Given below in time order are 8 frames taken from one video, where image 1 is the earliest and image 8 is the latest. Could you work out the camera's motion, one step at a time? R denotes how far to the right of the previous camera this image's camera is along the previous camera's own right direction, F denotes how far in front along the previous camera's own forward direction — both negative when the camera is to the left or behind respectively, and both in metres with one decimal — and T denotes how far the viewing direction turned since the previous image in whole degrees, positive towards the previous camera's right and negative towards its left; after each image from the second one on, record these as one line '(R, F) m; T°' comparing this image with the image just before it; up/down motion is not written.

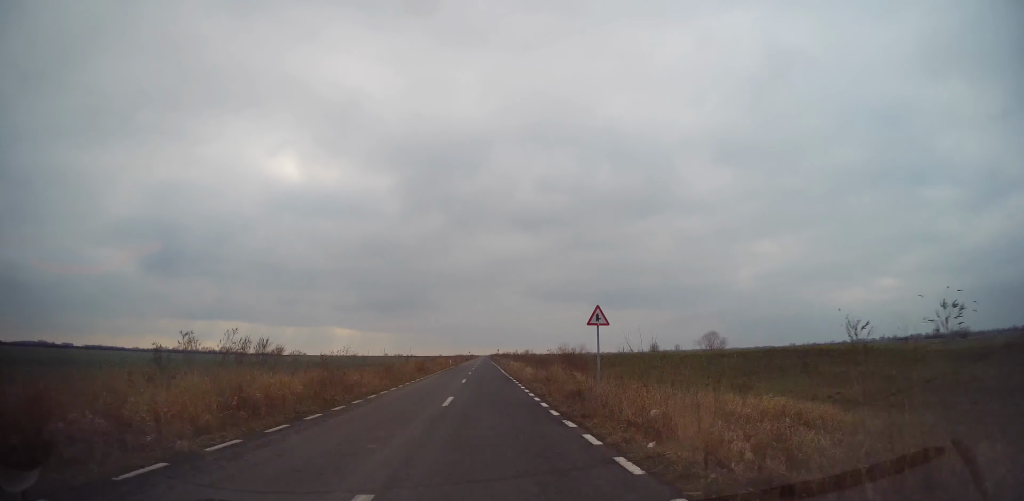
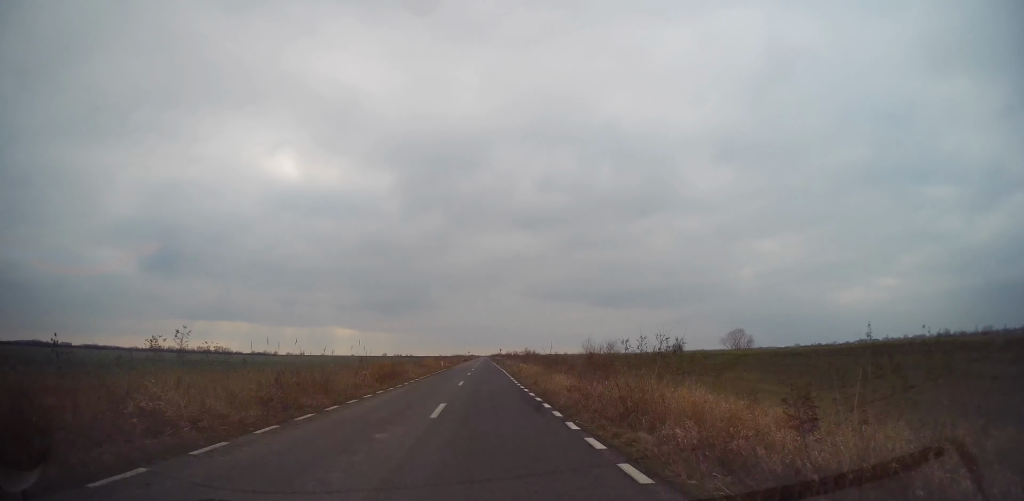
(-0.2, +14.8) m; 0°
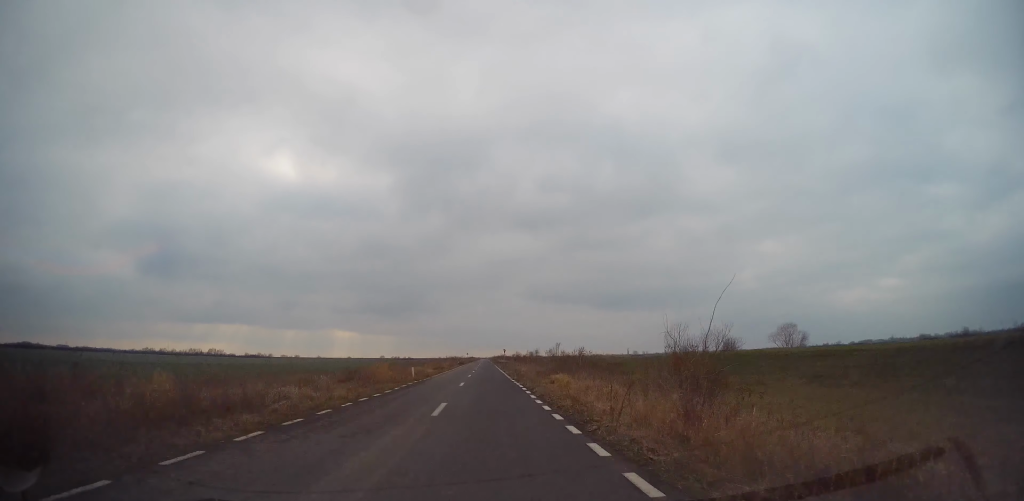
(+0.1, +23.4) m; 0°
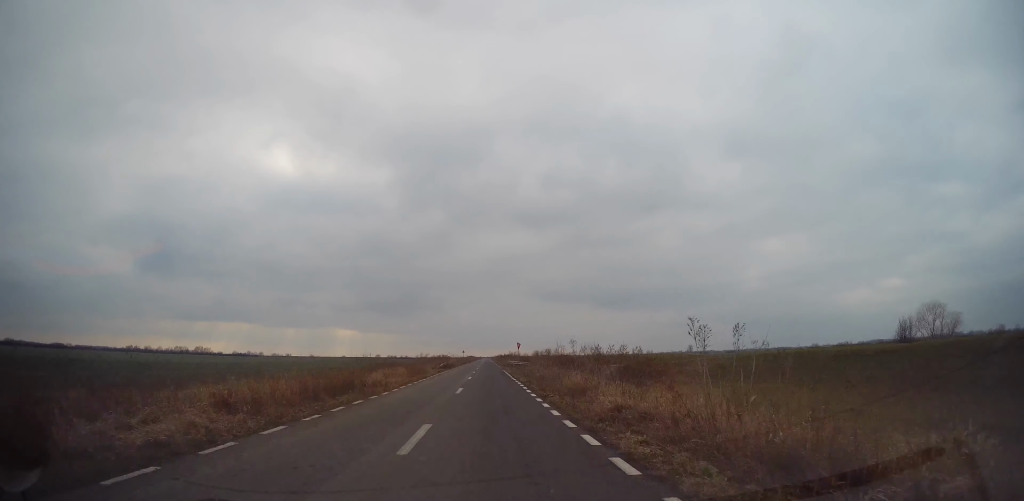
(+0.3, +40.3) m; 0°
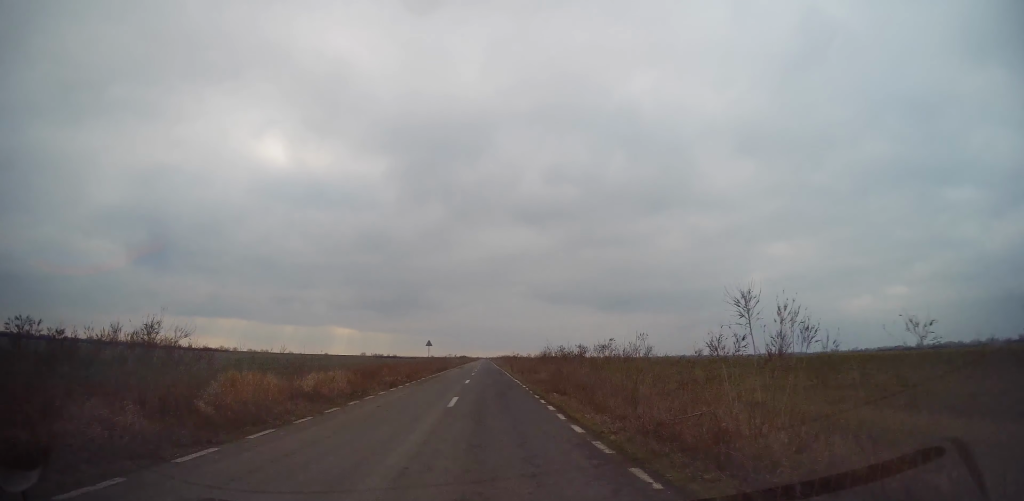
(-0.6, +74.9) m; 0°
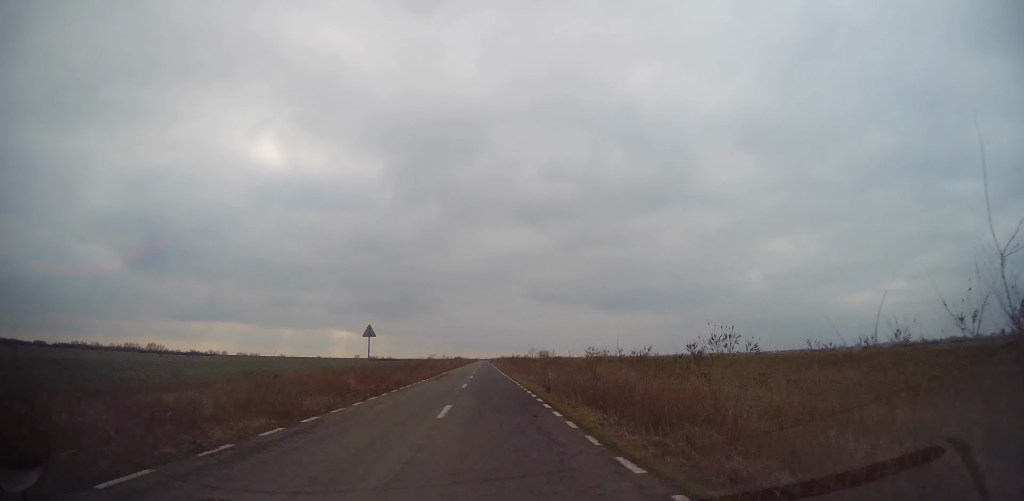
(+0.4, +25.2) m; 0°
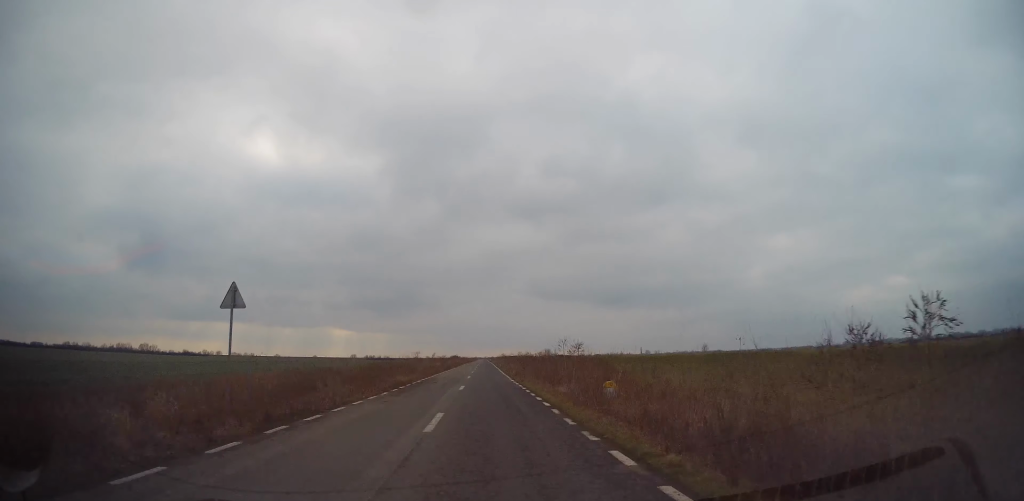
(-0.1, +13.8) m; 0°
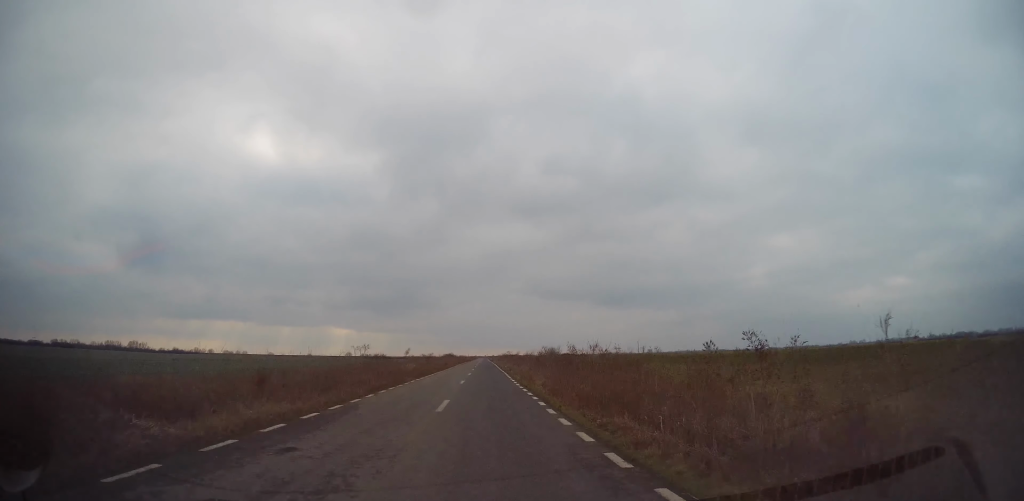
(-0.1, +20.3) m; 0°
